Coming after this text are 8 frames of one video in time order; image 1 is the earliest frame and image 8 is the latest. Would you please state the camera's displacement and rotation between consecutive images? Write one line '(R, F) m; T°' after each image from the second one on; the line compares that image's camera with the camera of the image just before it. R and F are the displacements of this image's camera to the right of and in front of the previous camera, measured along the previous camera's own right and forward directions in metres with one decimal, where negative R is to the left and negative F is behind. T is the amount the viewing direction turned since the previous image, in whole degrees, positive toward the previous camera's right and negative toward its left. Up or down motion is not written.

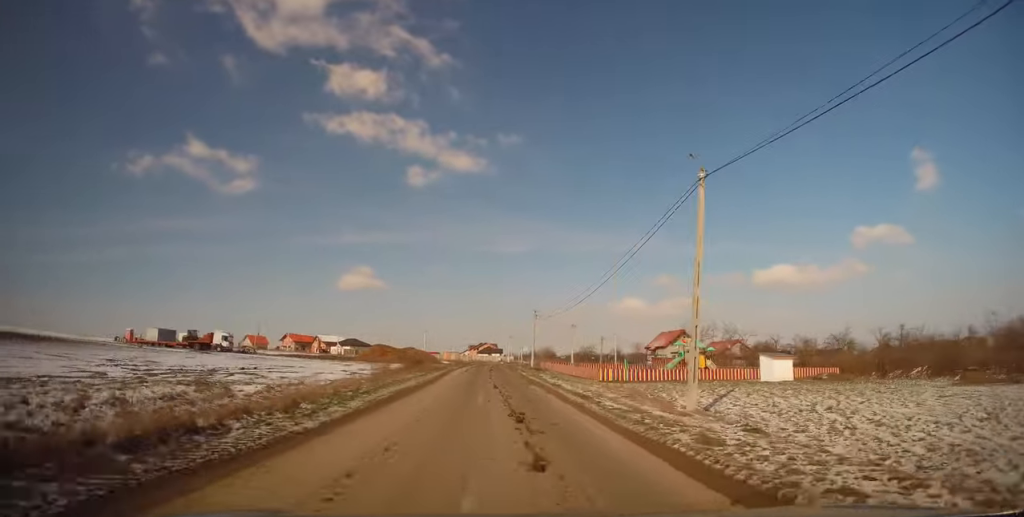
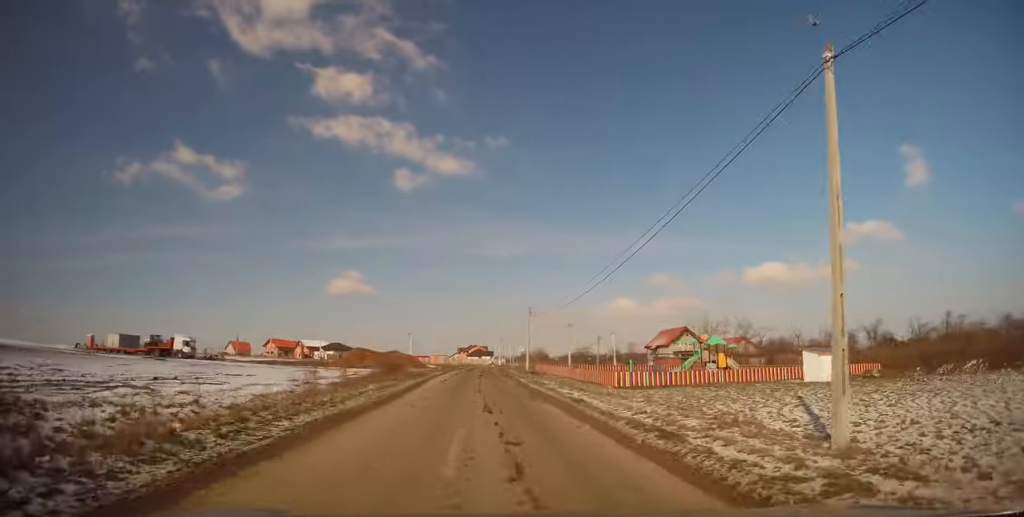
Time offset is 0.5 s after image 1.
(+0.1, +8.4) m; +1°
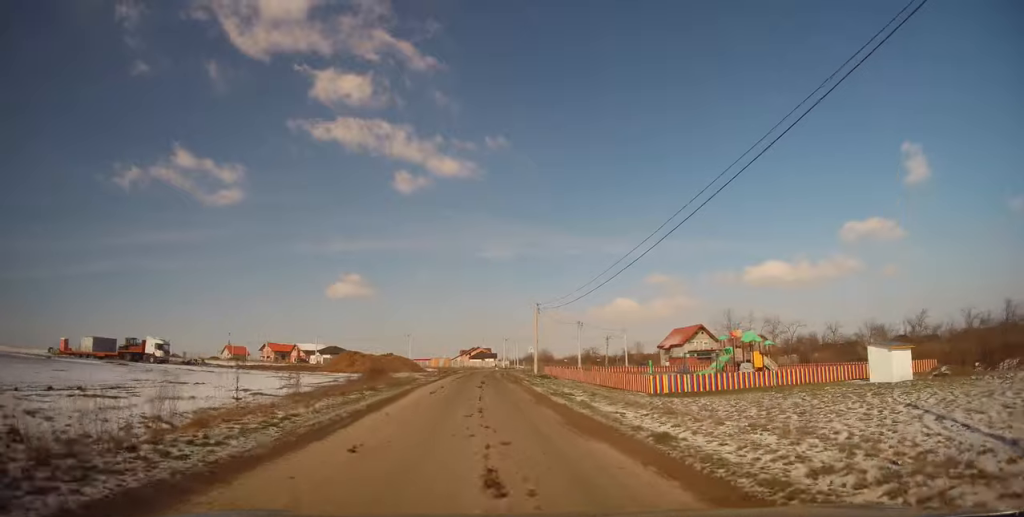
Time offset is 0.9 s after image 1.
(+0.1, +7.3) m; 0°
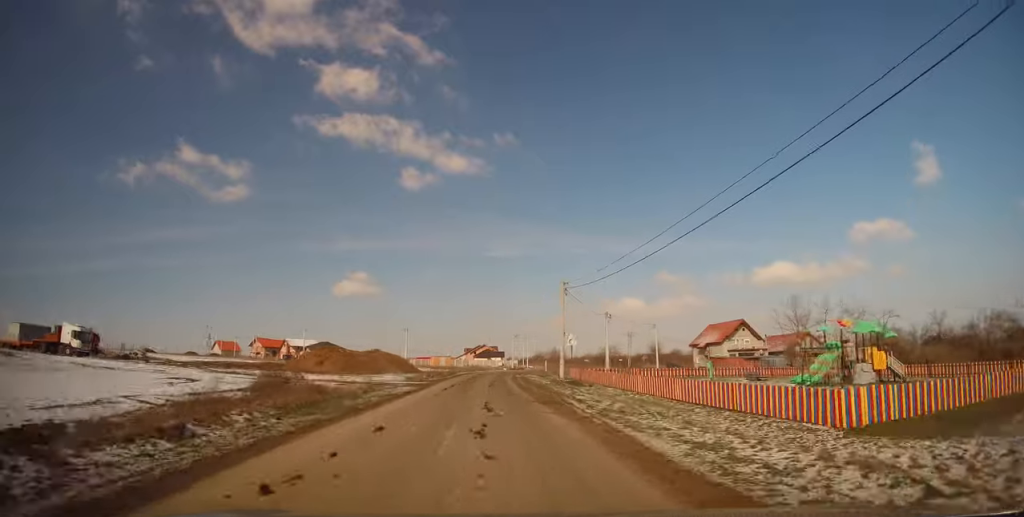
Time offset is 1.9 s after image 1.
(0.0, +16.0) m; -1°
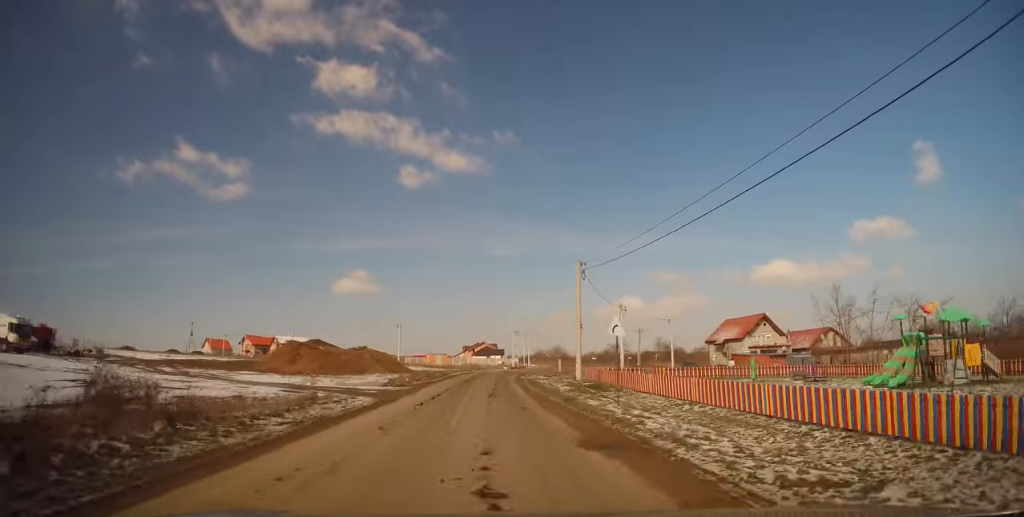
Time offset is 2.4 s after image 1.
(-0.1, +8.1) m; 0°
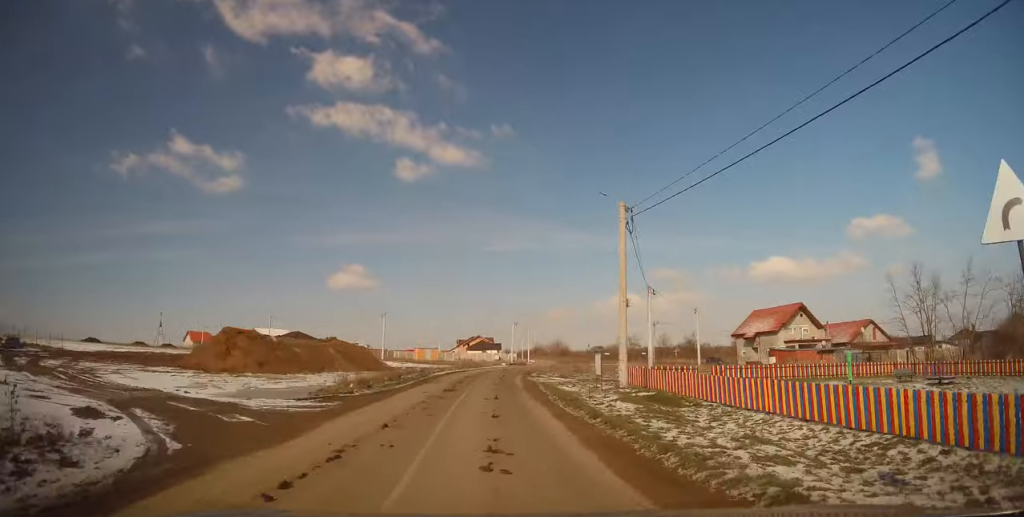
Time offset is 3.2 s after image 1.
(-0.2, +12.3) m; 0°
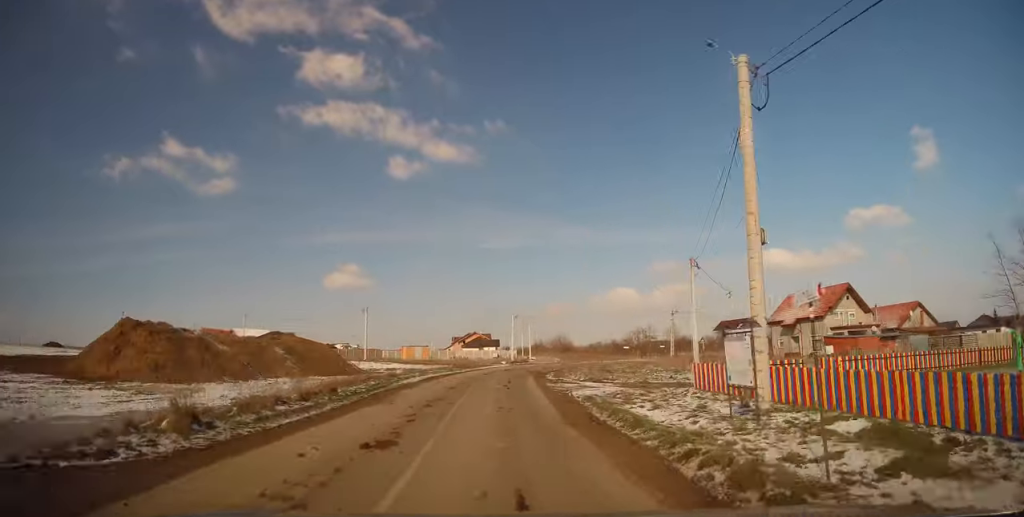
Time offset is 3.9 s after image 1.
(+0.2, +11.9) m; +2°
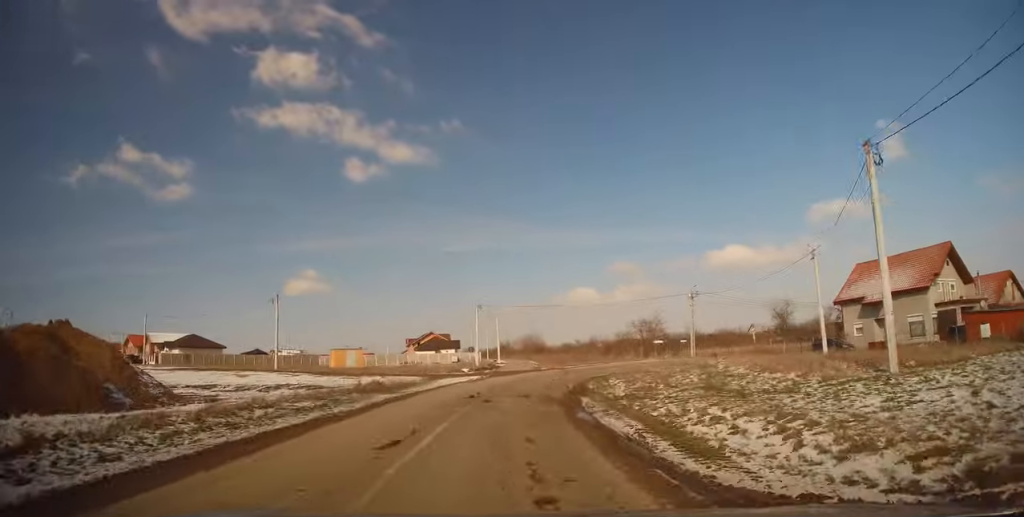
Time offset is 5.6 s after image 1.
(+1.0, +24.1) m; +5°
